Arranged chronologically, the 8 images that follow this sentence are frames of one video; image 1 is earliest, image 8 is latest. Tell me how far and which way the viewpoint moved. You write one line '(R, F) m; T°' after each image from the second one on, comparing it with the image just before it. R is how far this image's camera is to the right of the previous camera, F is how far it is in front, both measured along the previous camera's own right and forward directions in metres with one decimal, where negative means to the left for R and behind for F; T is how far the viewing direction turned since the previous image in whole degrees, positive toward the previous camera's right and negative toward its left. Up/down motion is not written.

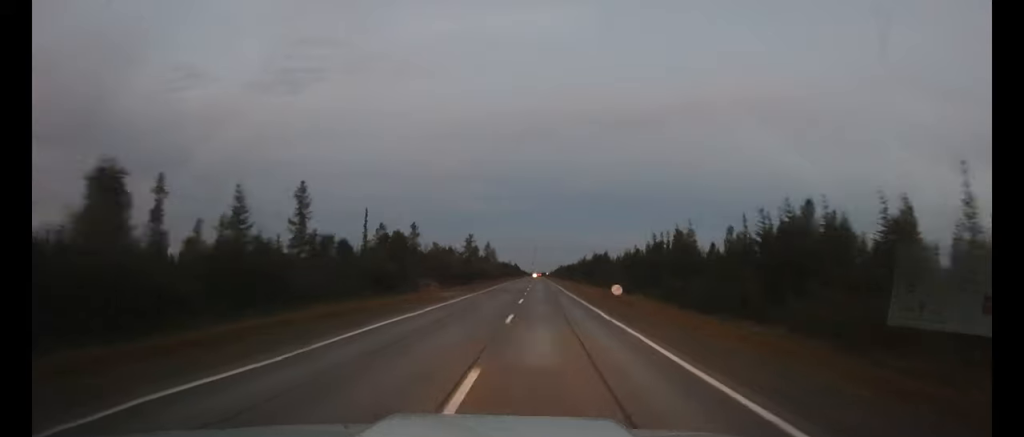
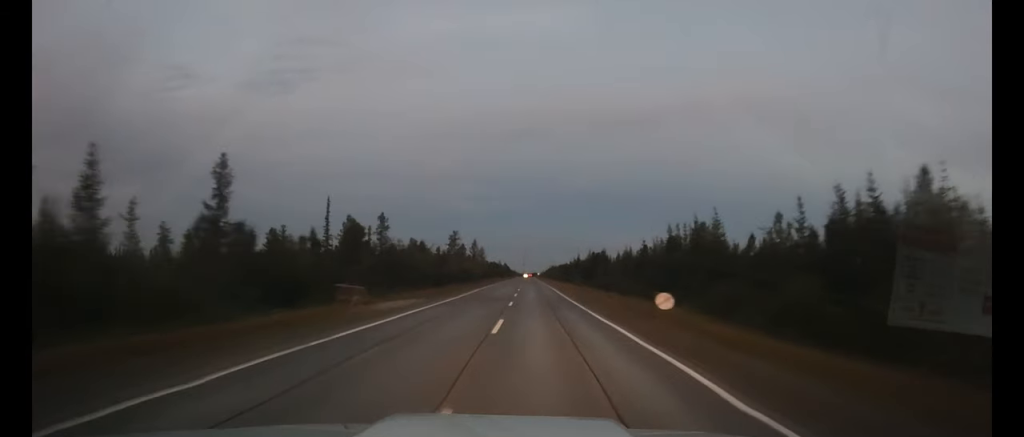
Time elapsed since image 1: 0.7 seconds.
(0.0, +14.6) m; 0°
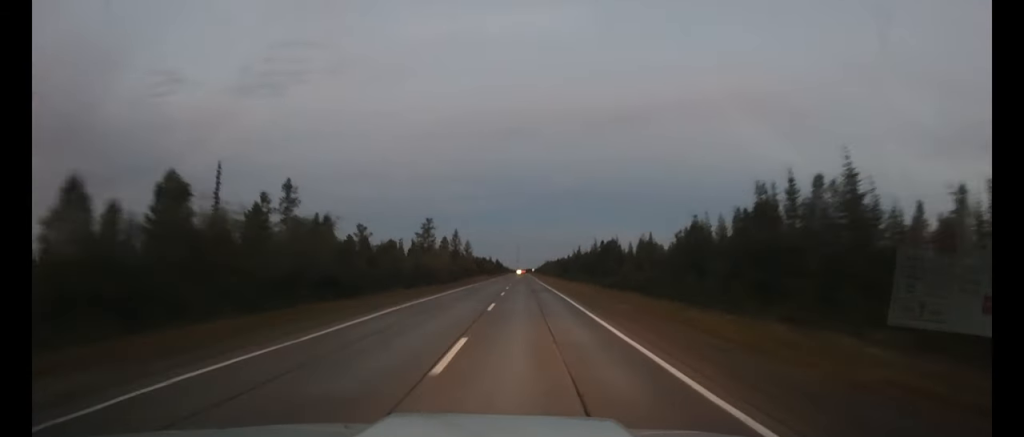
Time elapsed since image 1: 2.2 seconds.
(+0.3, +29.8) m; +1°
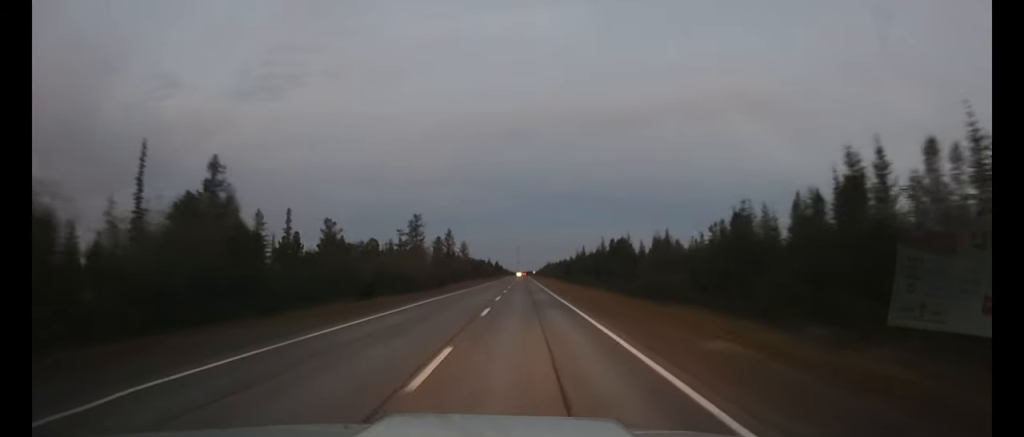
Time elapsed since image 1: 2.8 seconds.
(0.0, +13.0) m; 0°
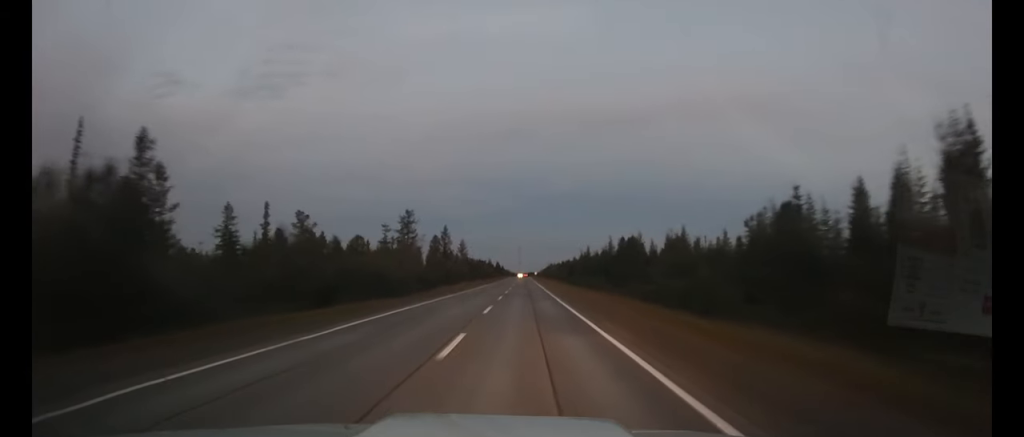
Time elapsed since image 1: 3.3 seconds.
(0.0, +9.0) m; 0°
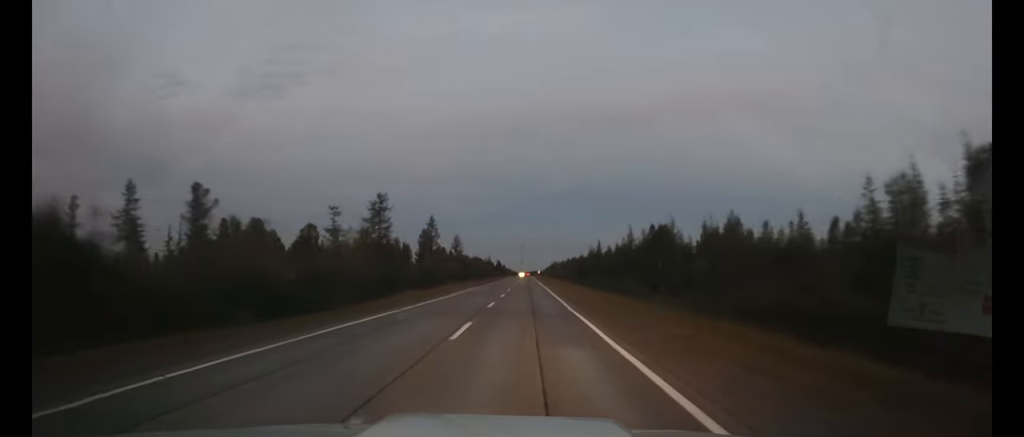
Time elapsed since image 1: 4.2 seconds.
(0.0, +20.2) m; 0°
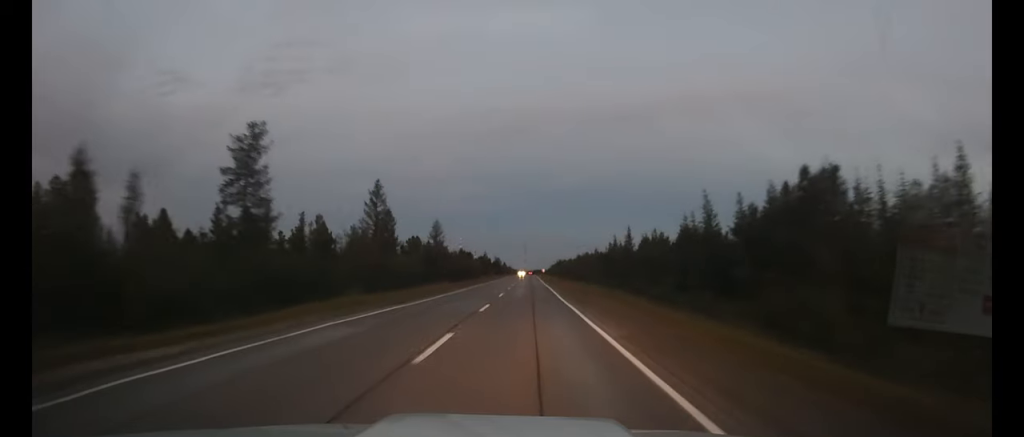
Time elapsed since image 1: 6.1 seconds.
(-0.1, +39.6) m; 0°
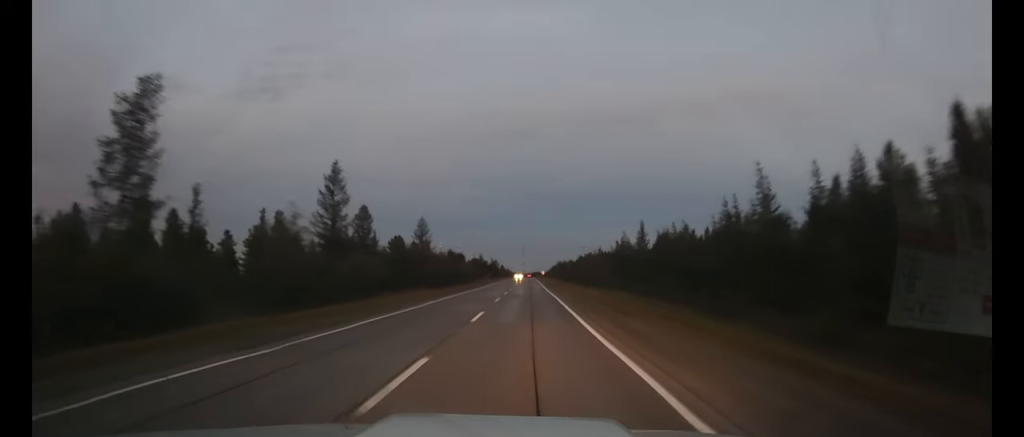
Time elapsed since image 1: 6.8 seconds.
(0.0, +14.3) m; 0°
